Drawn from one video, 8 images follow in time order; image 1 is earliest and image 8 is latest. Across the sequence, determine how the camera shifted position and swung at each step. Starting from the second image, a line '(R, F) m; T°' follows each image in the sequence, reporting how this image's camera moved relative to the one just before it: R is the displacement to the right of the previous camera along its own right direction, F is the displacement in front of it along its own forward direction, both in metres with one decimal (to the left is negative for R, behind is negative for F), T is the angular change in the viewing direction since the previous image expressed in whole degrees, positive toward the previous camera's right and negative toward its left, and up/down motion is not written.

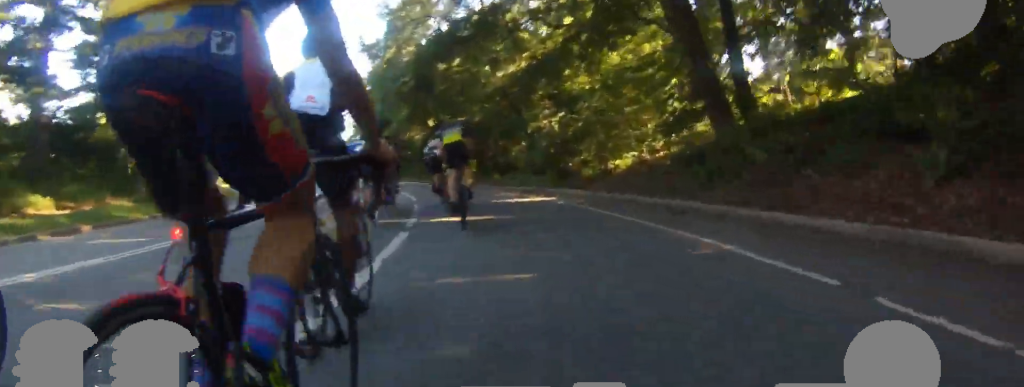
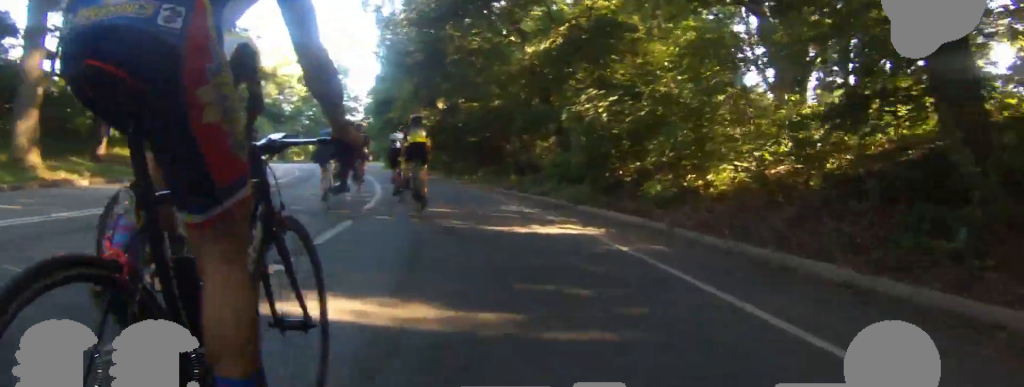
(0.0, +7.3) m; -5°
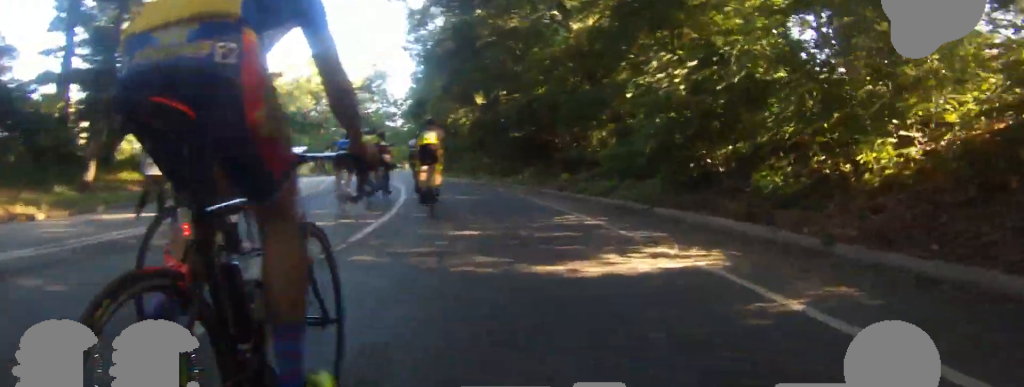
(+0.1, +3.6) m; -5°
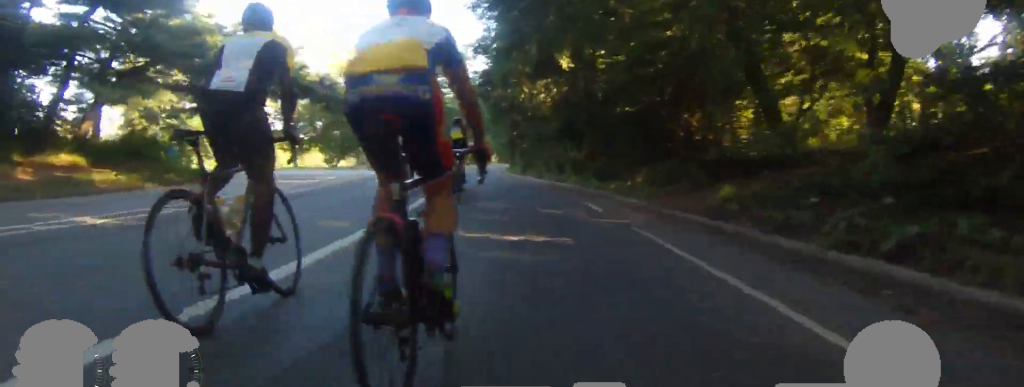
(-1.4, +10.1) m; -8°
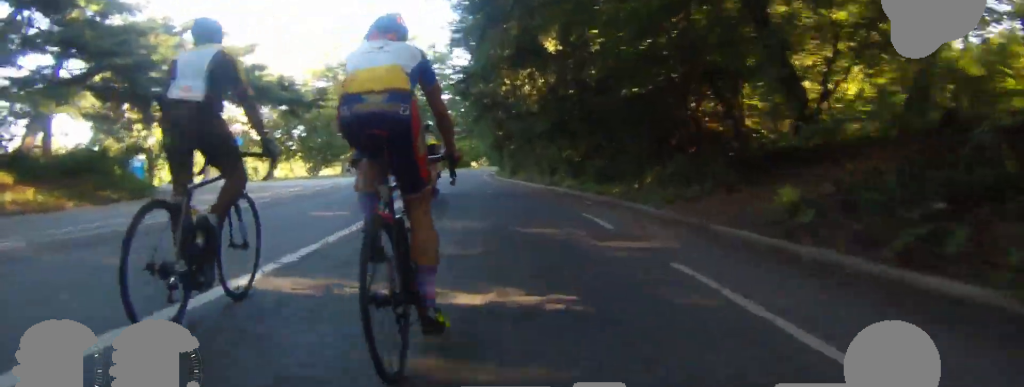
(0.0, +3.2) m; 0°
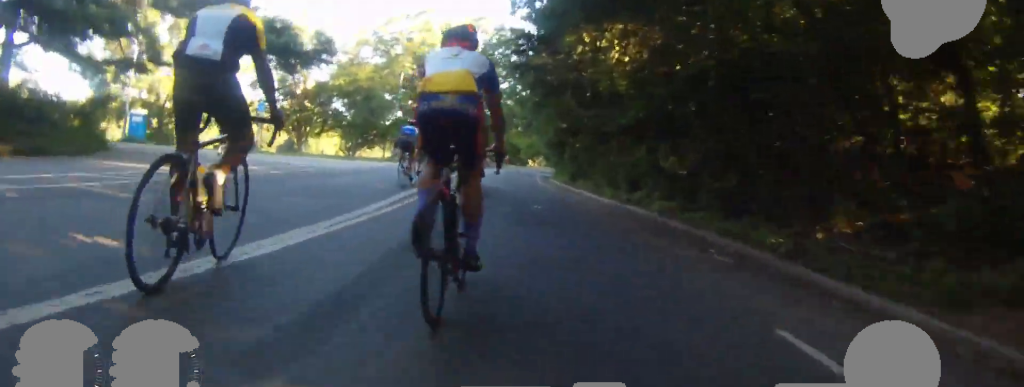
(0.0, +7.1) m; 0°
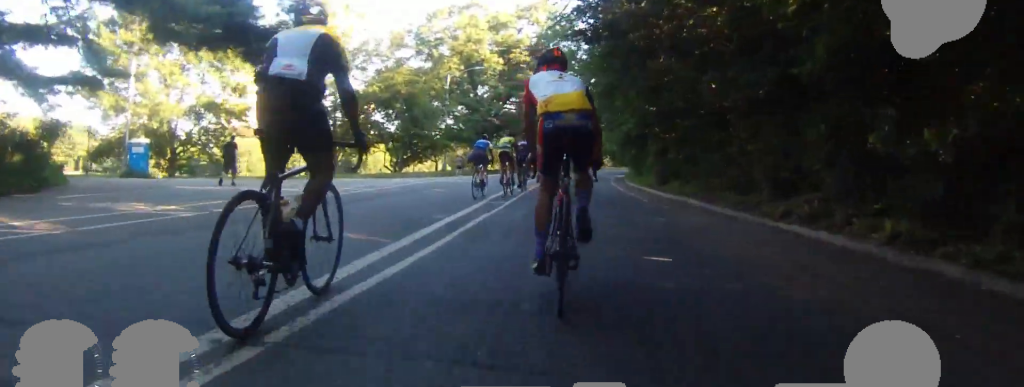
(0.0, +6.3) m; 0°
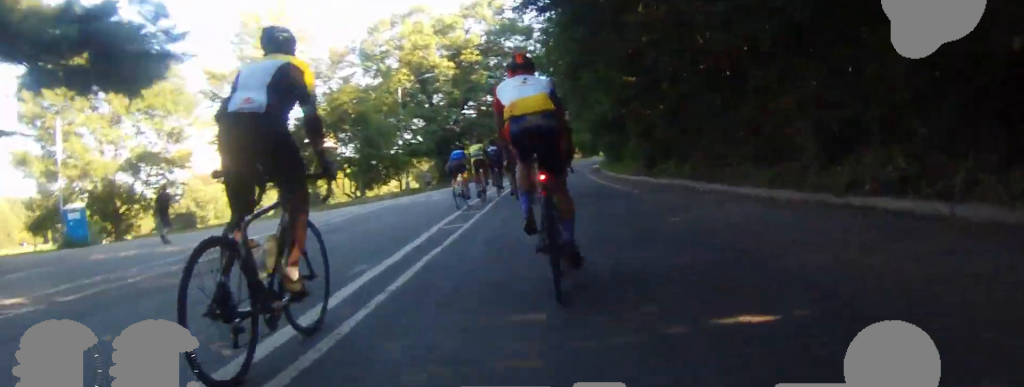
(0.0, +3.0) m; 0°
